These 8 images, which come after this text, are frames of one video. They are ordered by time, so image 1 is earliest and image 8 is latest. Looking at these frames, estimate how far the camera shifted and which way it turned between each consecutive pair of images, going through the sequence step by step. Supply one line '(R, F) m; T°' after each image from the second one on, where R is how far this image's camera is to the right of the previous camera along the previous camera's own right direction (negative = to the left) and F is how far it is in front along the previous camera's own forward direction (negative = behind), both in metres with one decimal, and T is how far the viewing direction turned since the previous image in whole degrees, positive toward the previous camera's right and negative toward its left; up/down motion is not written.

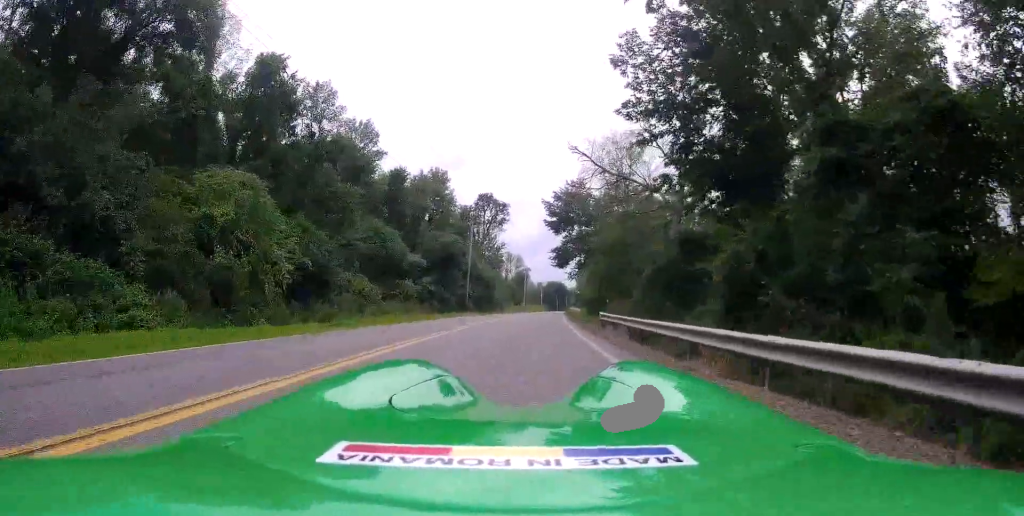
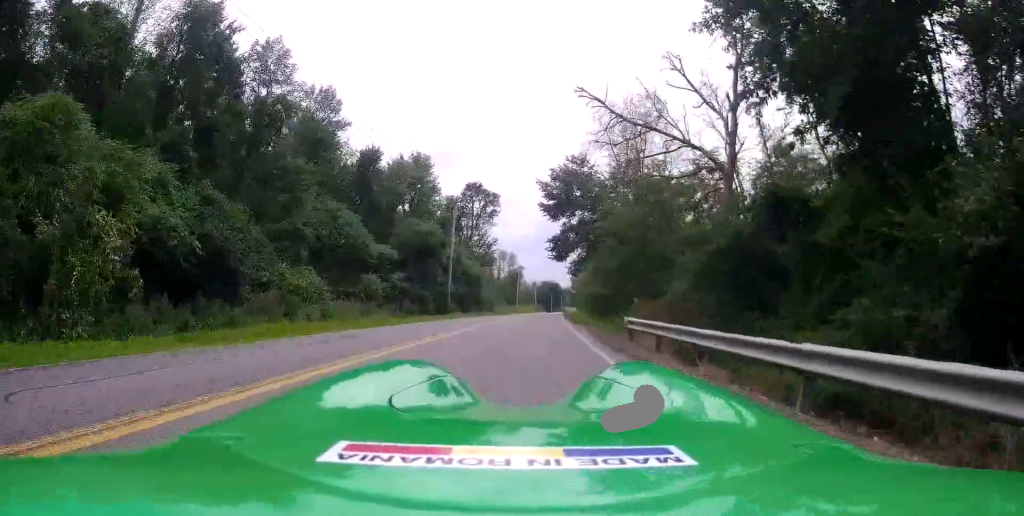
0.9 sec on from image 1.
(0.0, +8.8) m; 0°
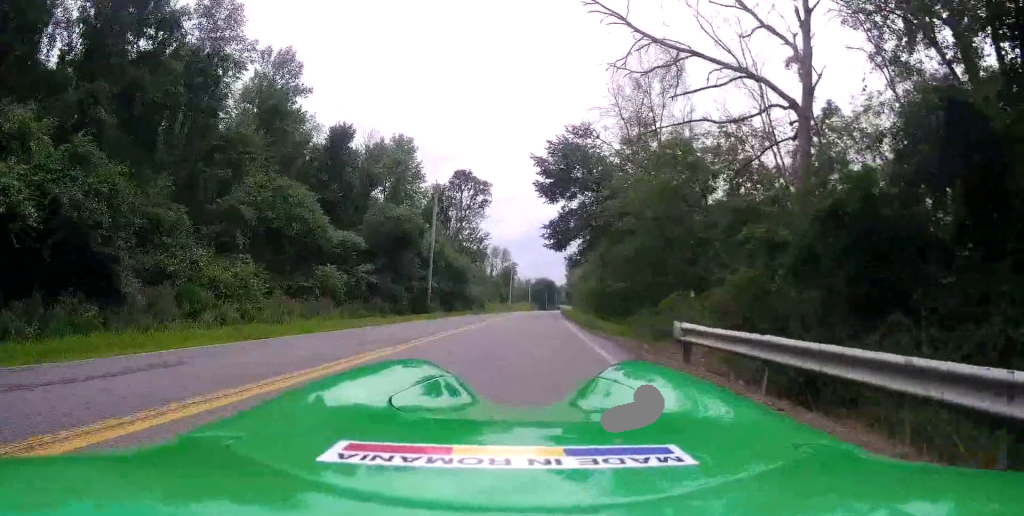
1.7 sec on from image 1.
(0.0, +7.1) m; 0°
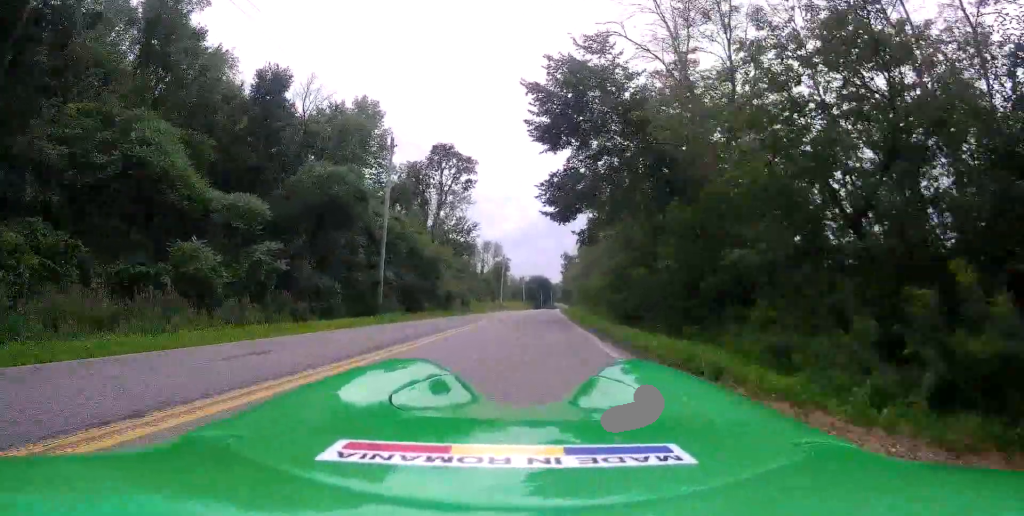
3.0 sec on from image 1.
(0.0, +12.2) m; 0°
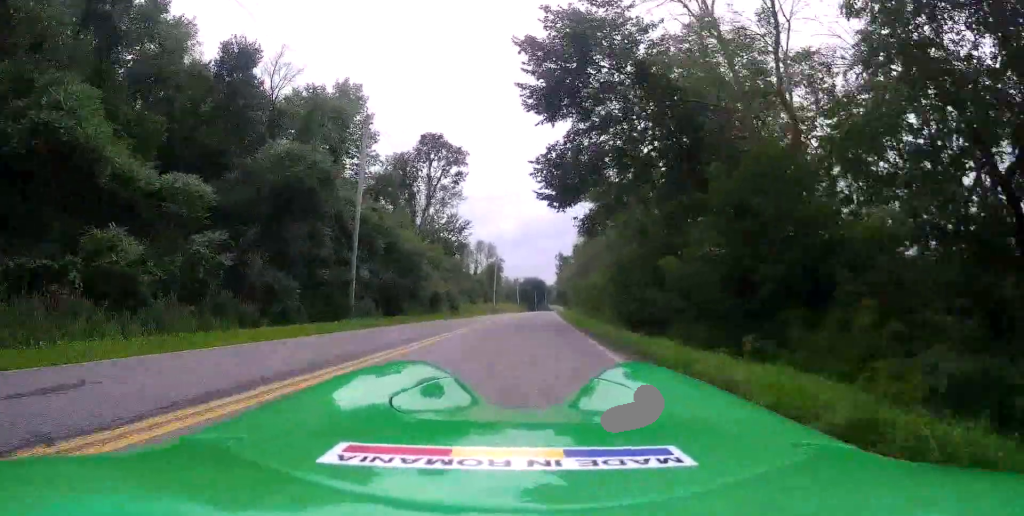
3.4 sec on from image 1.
(0.0, +3.8) m; 0°
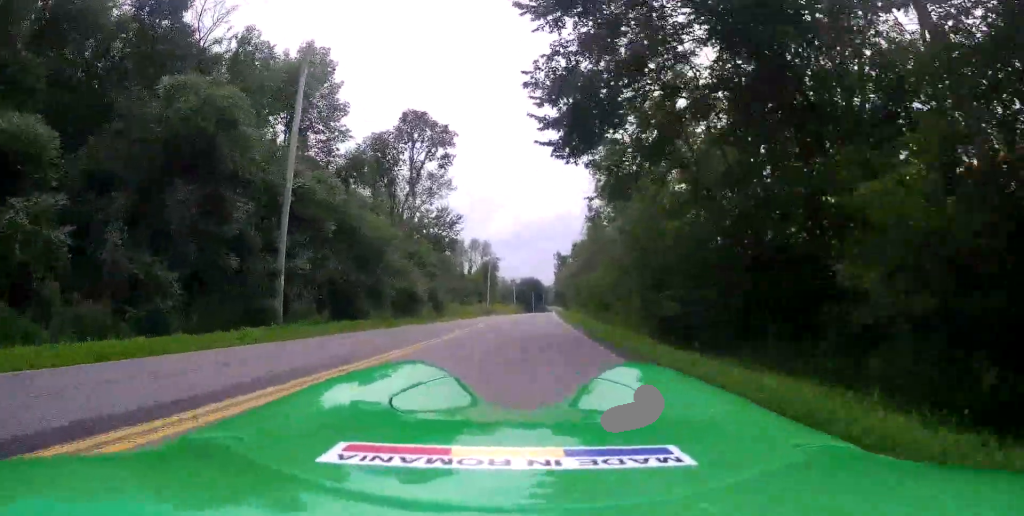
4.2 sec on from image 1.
(0.0, +7.5) m; 0°
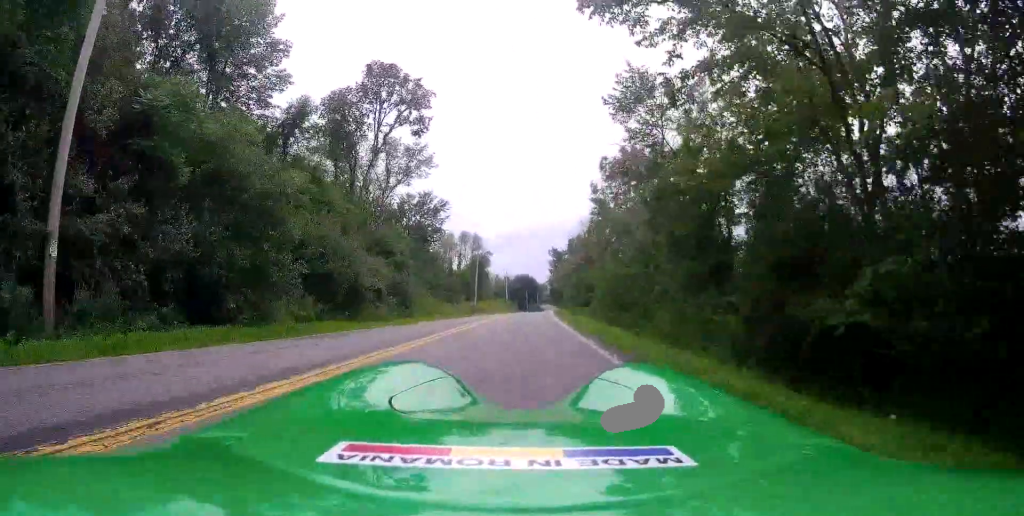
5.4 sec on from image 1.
(0.0, +9.9) m; 0°
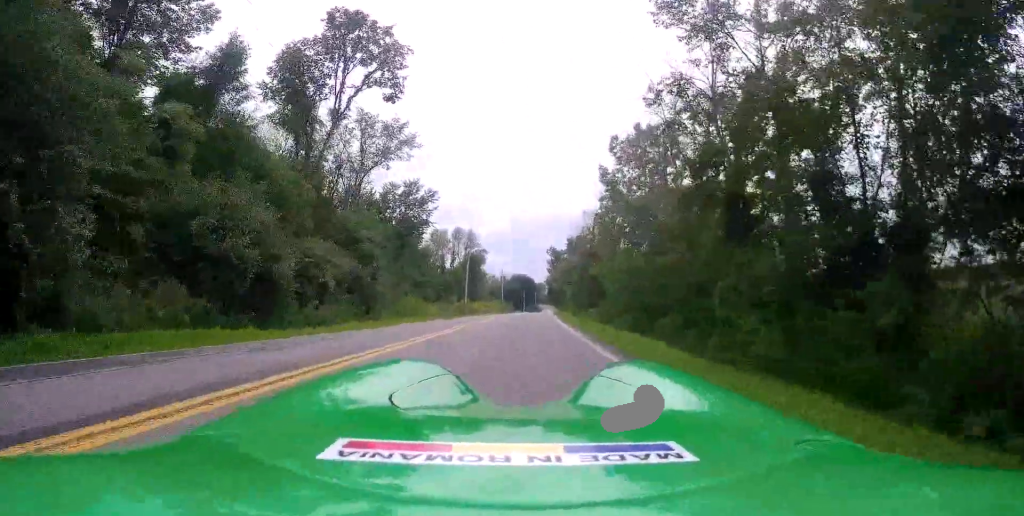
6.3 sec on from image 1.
(0.0, +8.4) m; 0°
